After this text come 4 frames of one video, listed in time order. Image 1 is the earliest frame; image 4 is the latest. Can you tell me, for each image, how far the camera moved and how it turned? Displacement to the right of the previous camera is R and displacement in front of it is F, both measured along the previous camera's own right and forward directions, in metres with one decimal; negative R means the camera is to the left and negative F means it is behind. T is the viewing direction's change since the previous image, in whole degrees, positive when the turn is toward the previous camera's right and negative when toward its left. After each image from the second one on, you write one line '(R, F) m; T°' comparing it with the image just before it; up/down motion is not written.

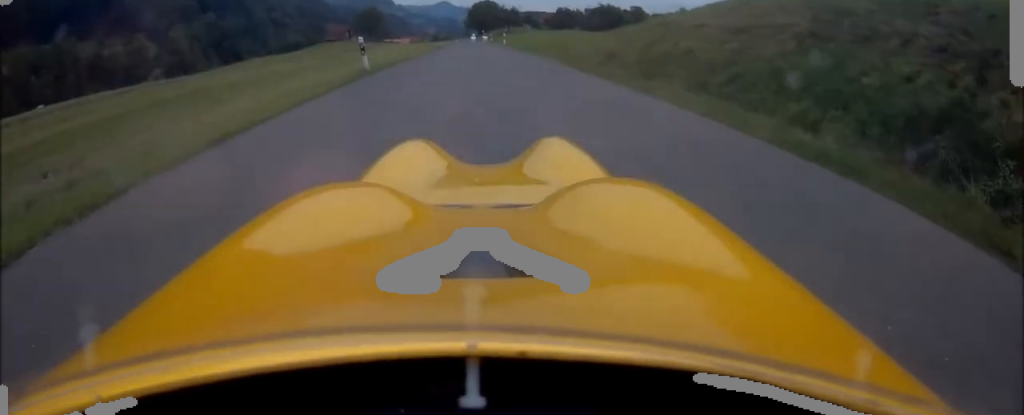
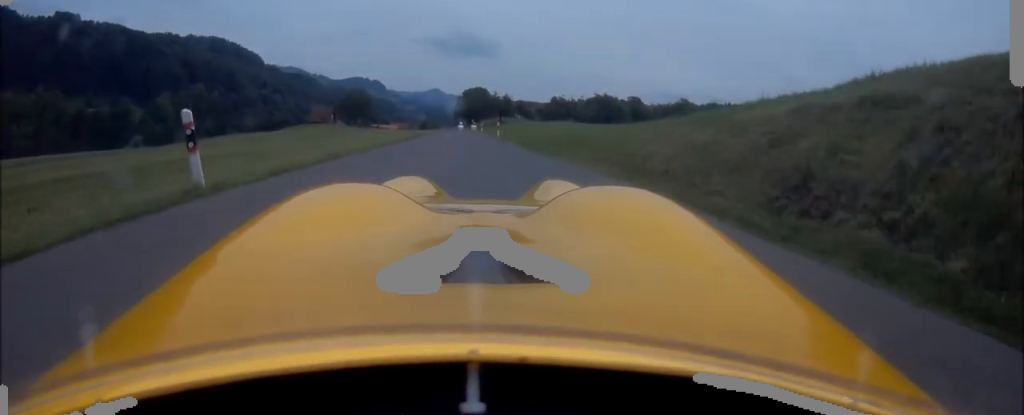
(-0.9, +9.4) m; -4°
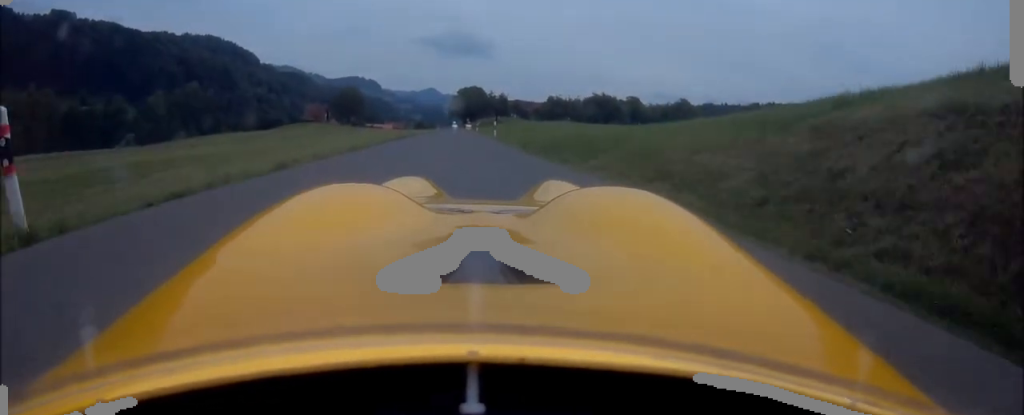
(+0.2, +3.2) m; 0°
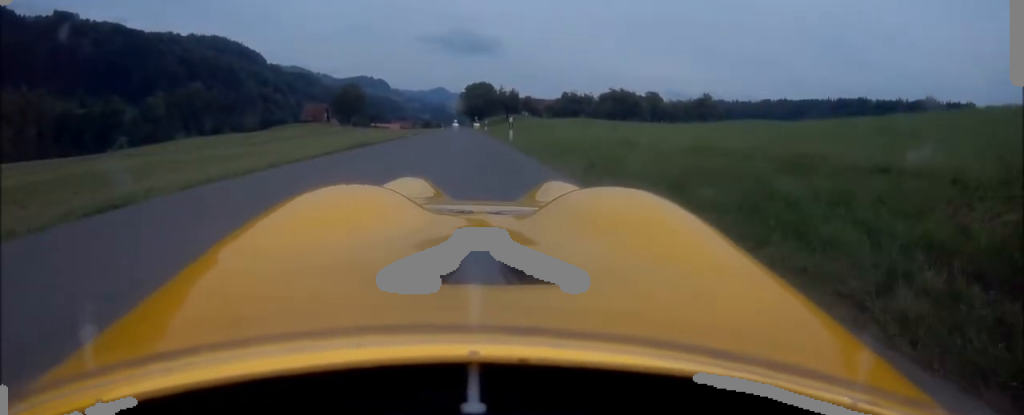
(-0.2, +11.8) m; +1°
